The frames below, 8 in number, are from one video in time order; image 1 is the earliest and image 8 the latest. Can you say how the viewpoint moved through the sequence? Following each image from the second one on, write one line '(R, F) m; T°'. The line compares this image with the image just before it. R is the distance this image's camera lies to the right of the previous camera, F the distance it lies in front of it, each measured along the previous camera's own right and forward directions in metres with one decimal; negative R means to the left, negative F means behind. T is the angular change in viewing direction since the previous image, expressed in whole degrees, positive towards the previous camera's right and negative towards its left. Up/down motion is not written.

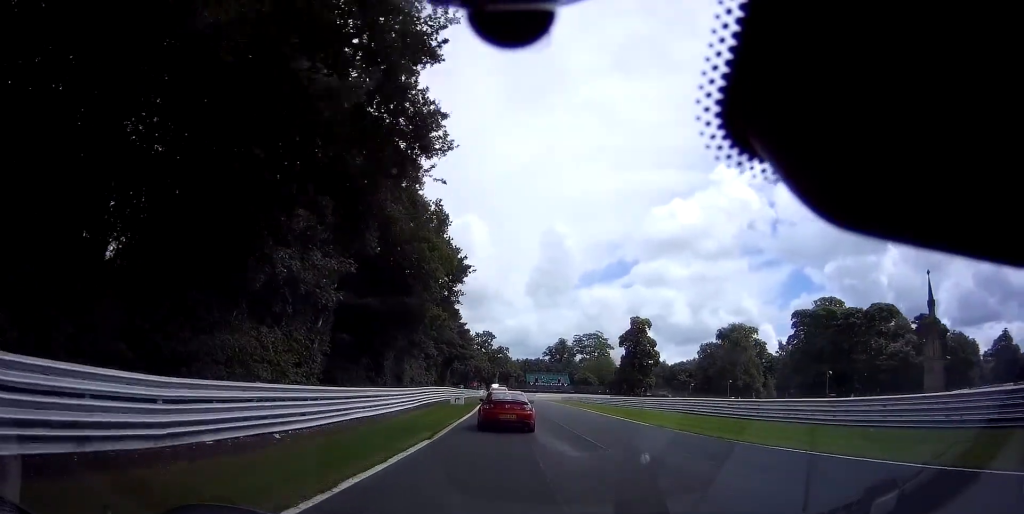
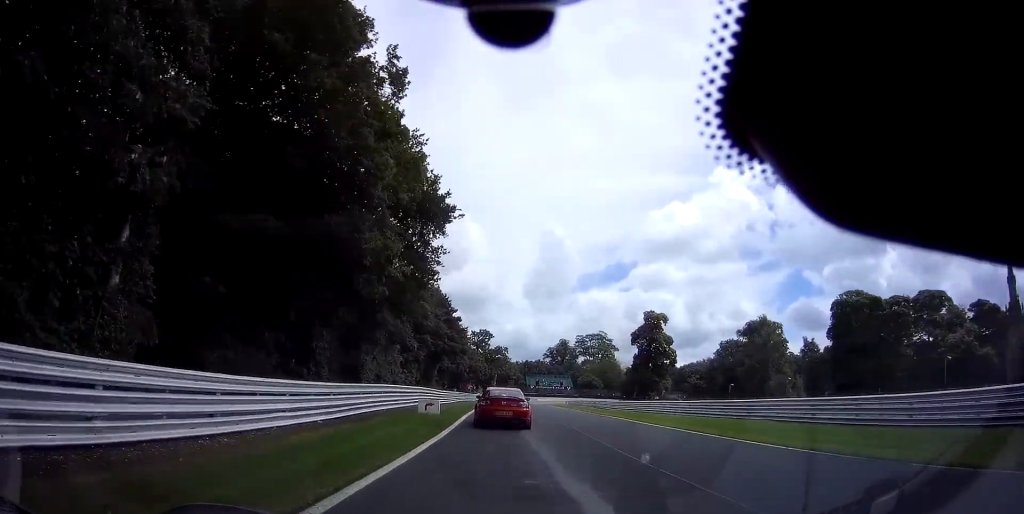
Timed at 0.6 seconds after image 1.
(0.0, +14.1) m; 0°
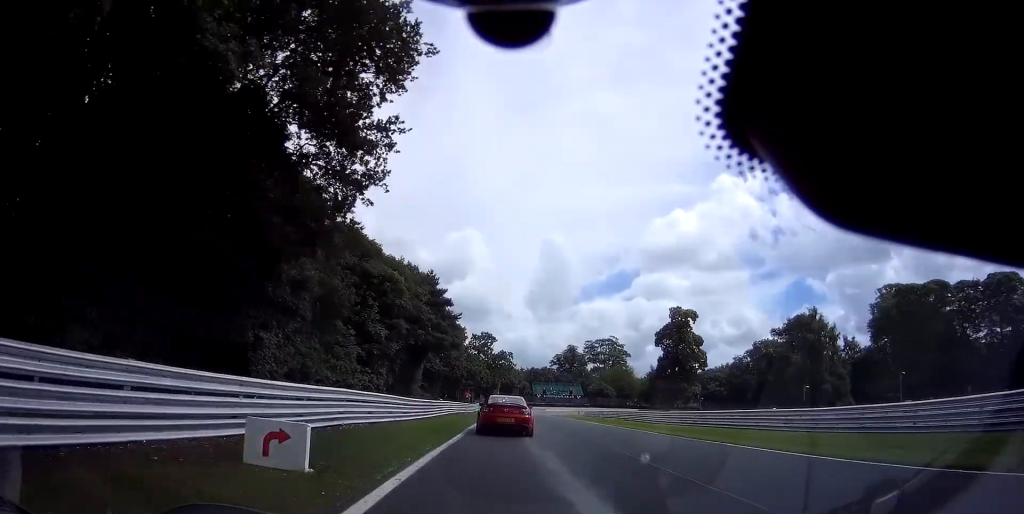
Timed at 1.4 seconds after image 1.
(-0.1, +15.8) m; 0°
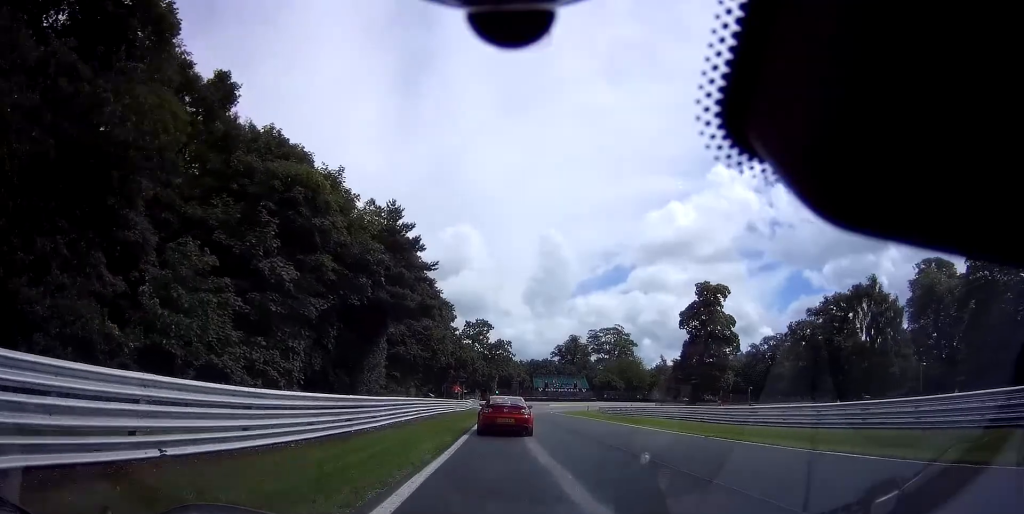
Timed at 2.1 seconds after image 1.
(+0.2, +15.8) m; 0°
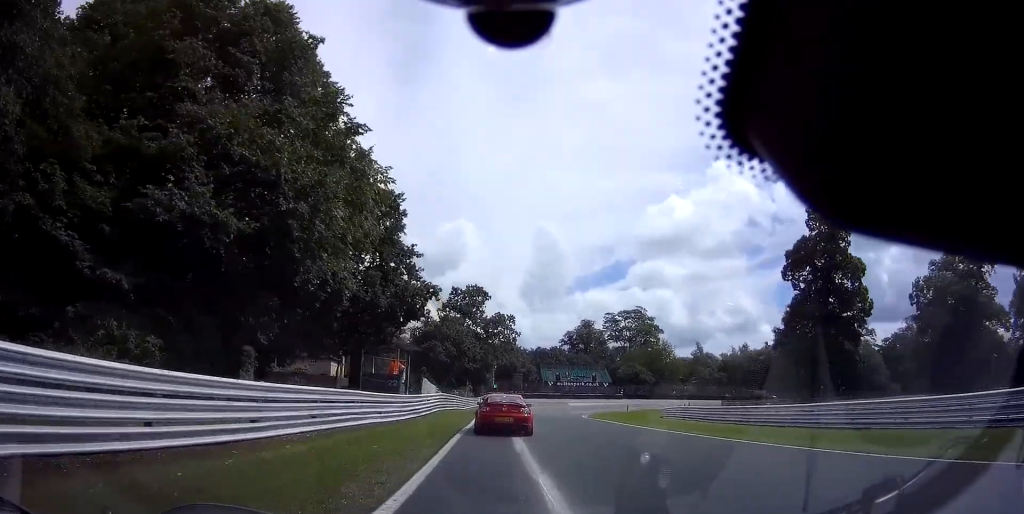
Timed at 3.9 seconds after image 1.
(+0.3, +34.5) m; +1°
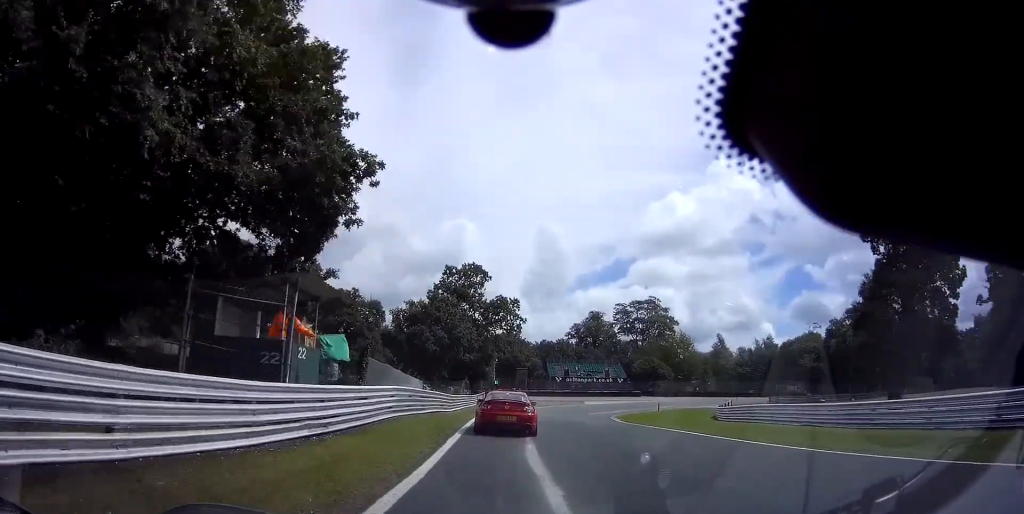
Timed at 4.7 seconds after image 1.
(+0.1, +14.0) m; 0°
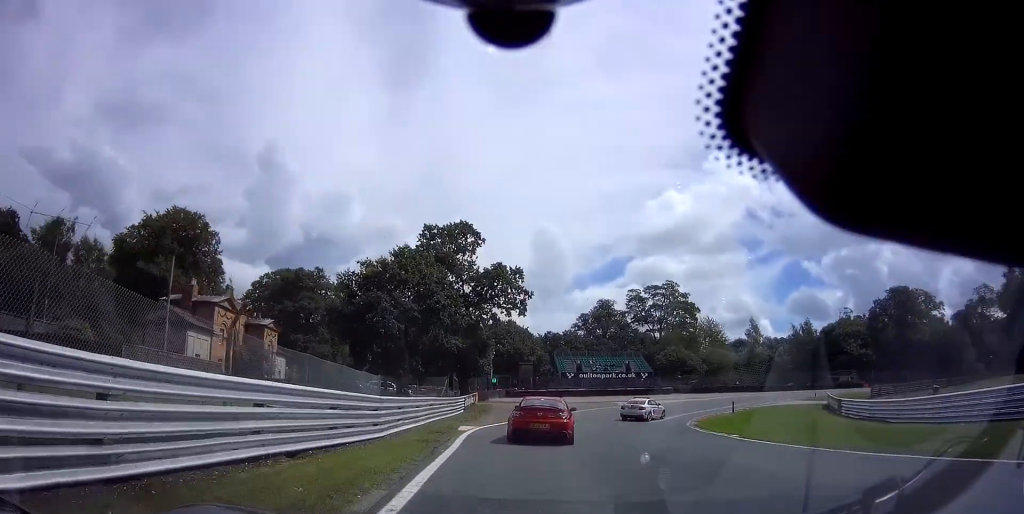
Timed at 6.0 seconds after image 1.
(-0.3, +20.3) m; +1°
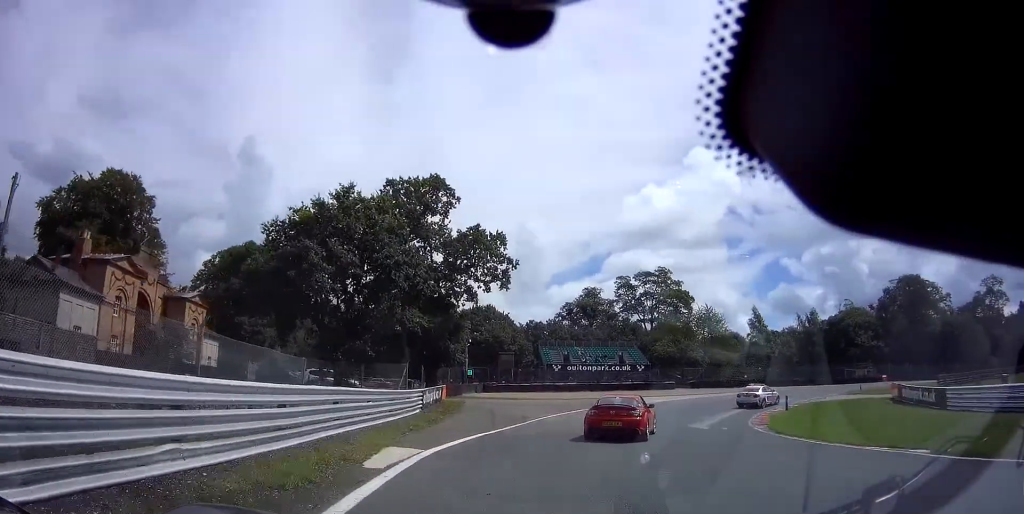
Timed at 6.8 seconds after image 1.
(+0.2, +11.3) m; +7°
